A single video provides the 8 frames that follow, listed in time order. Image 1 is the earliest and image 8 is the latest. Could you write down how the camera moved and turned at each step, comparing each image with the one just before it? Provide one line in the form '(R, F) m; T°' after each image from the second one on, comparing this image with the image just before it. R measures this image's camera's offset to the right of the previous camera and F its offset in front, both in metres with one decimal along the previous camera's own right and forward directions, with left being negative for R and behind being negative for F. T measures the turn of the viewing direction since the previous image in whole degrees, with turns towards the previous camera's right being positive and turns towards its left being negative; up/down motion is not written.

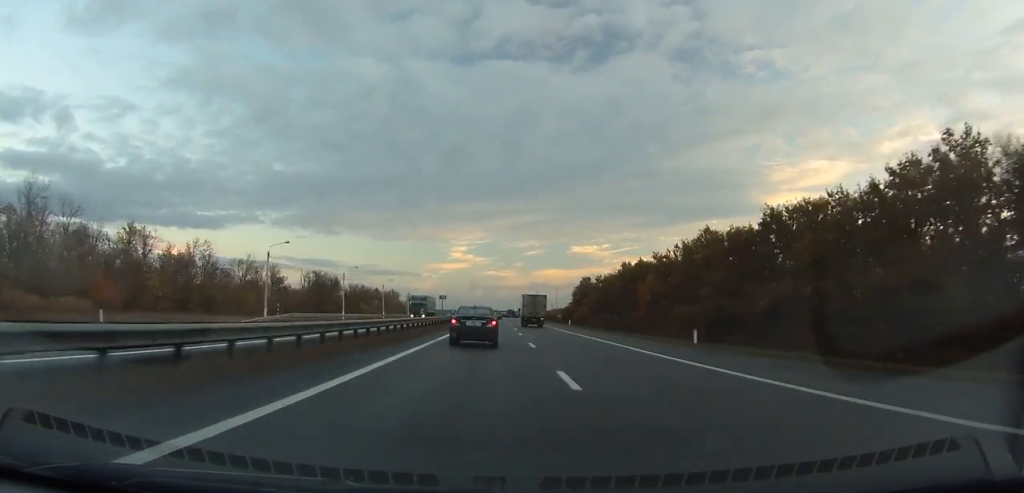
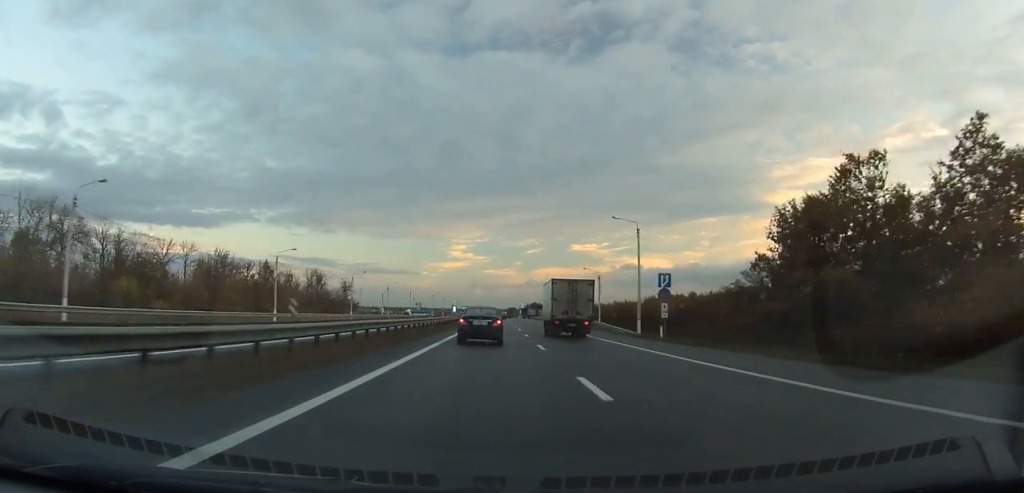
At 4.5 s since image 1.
(+0.3, +132.2) m; 0°
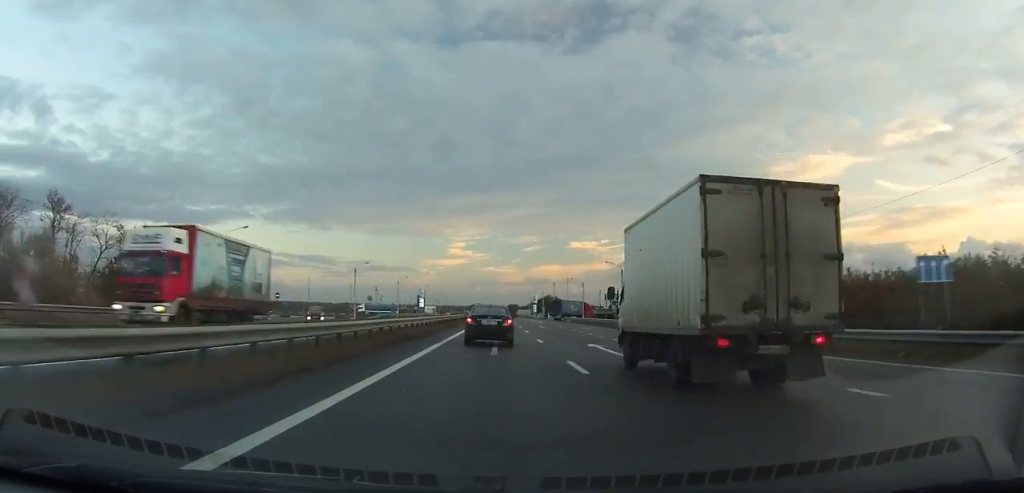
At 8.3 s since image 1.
(-0.1, +114.4) m; 0°
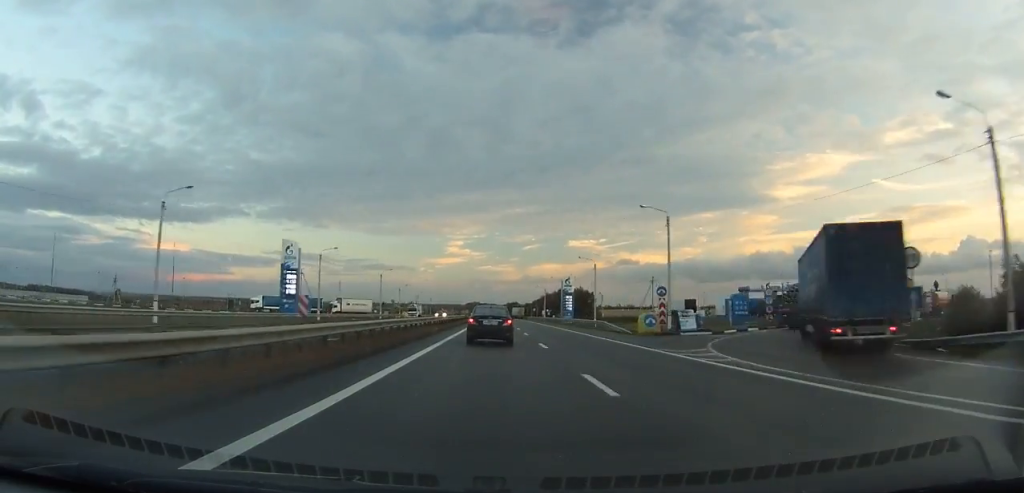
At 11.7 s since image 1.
(-0.1, +101.1) m; 0°
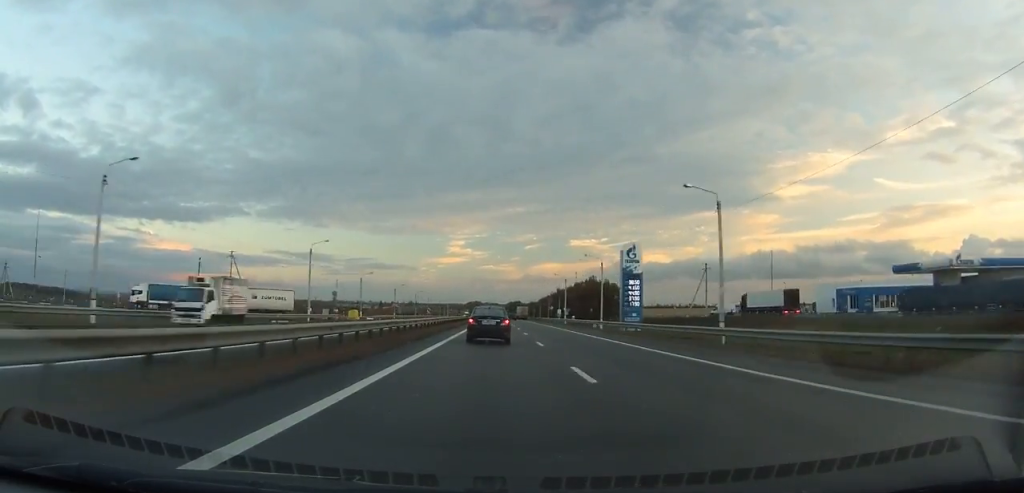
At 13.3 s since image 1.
(0.0, +47.1) m; 0°
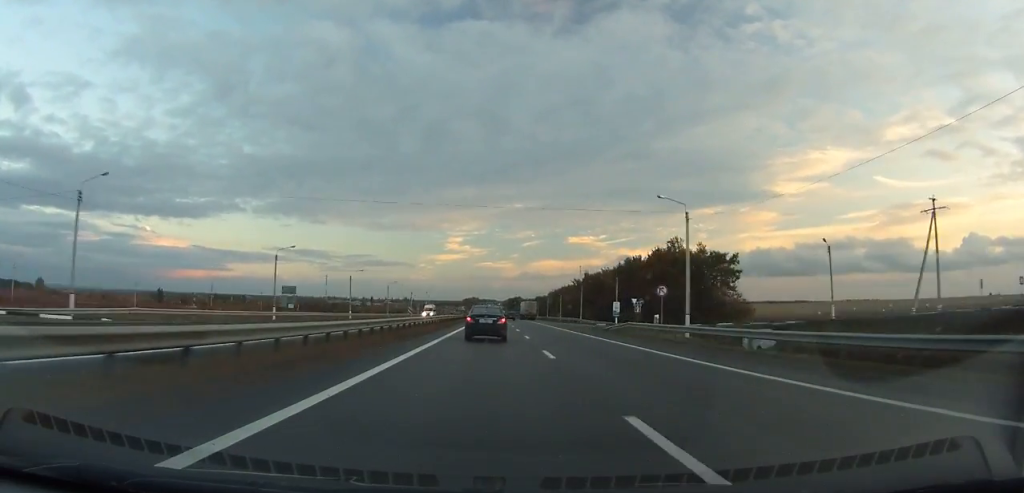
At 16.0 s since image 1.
(0.0, +80.5) m; 0°
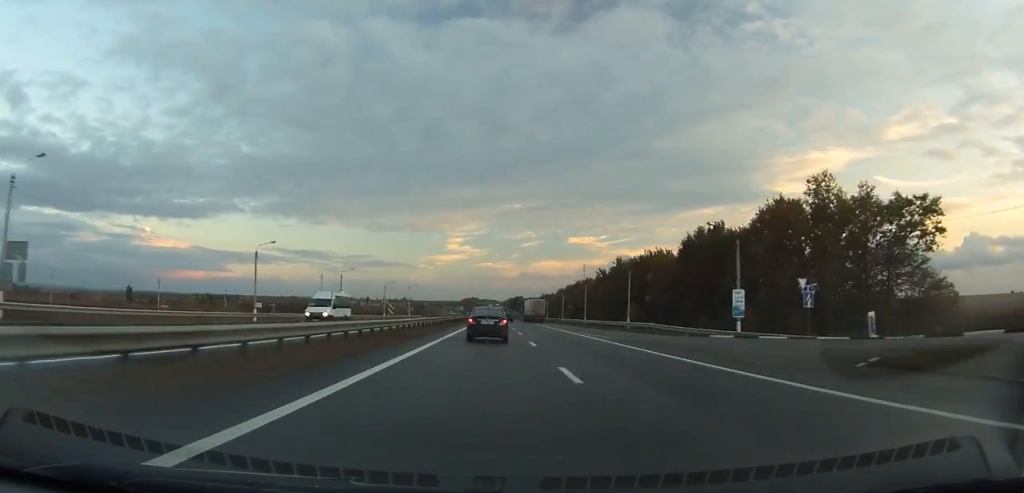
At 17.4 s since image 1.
(0.0, +42.6) m; 0°
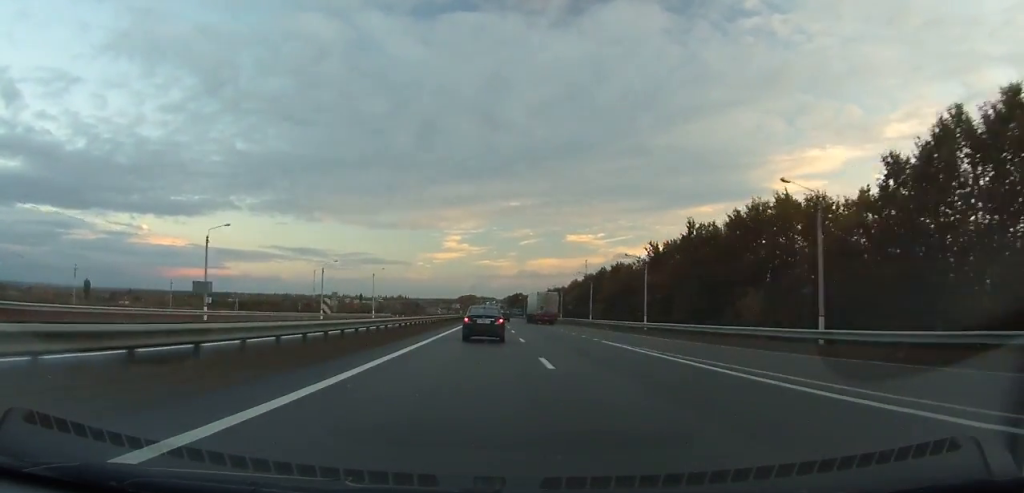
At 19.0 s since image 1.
(0.0, +48.1) m; 0°
